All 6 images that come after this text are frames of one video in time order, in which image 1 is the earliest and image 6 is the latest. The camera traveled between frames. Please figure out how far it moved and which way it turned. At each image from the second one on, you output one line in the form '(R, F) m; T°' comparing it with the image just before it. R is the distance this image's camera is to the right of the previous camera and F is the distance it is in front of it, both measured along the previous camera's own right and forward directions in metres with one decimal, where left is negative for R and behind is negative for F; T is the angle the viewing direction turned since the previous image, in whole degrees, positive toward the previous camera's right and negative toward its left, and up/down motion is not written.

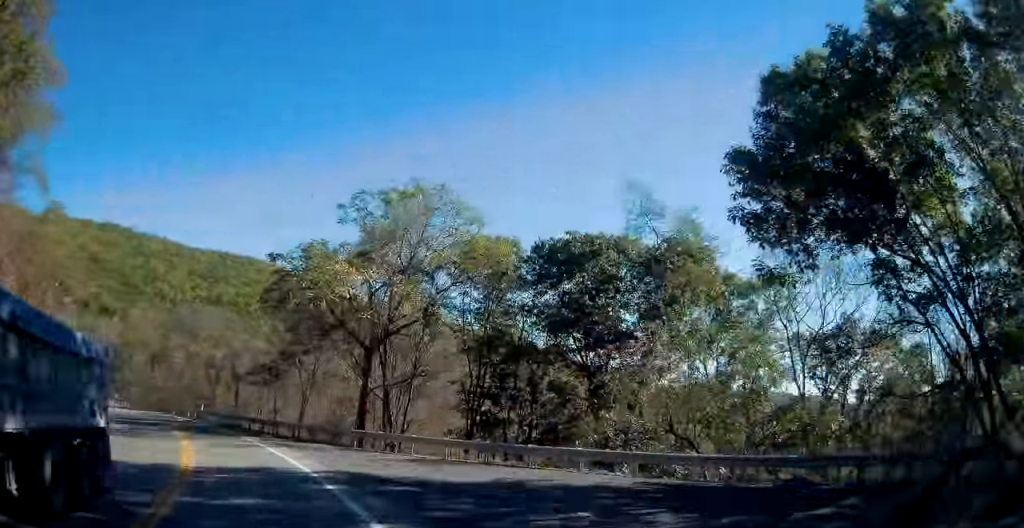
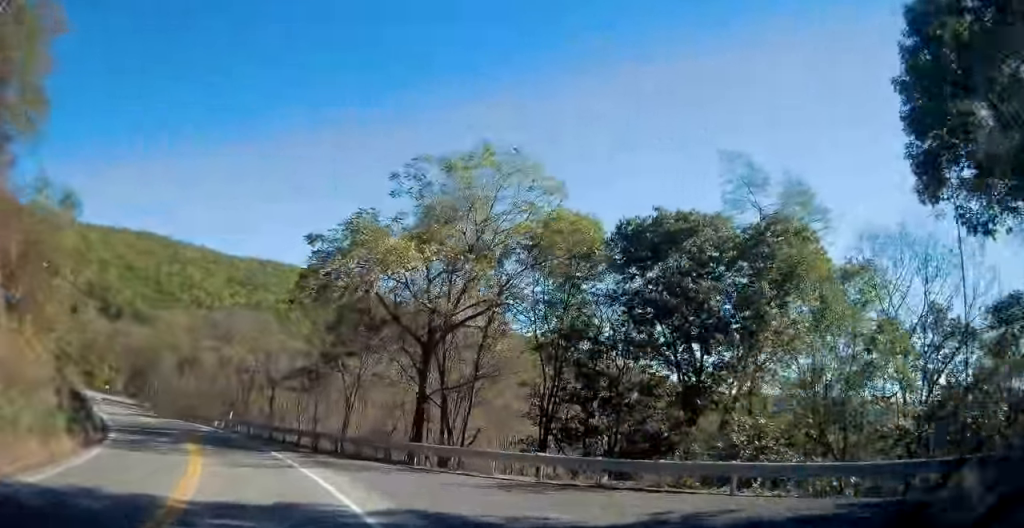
(-0.2, +5.4) m; -4°
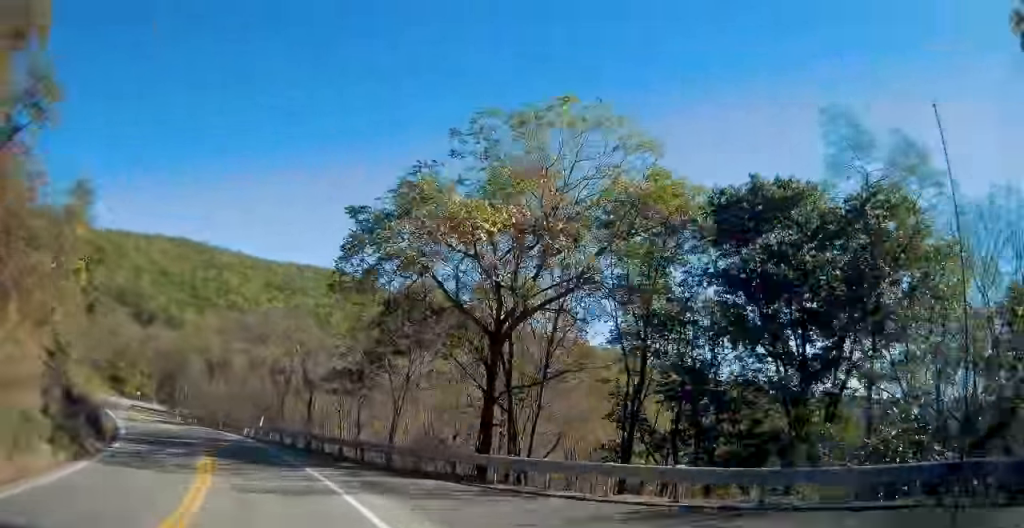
(+0.2, +4.7) m; -4°
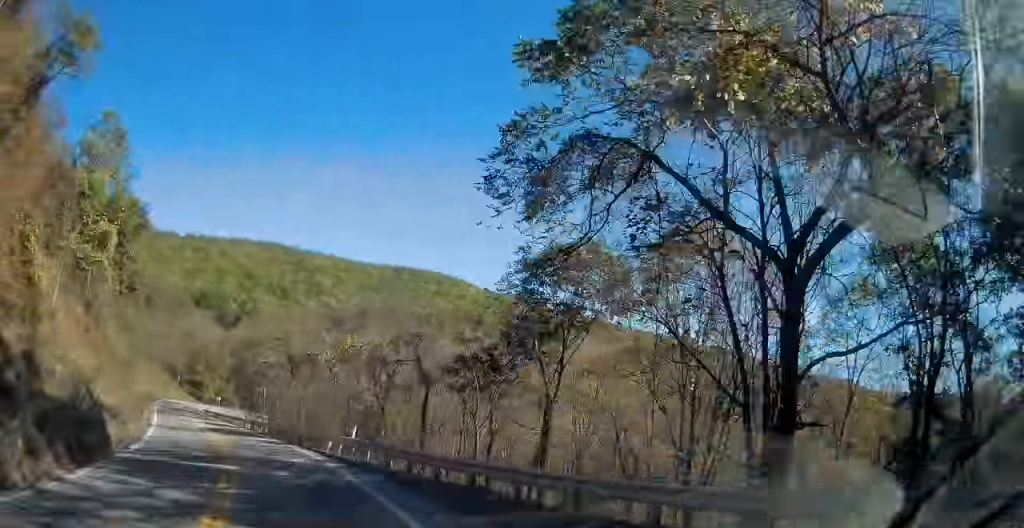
(-1.2, +11.8) m; -10°
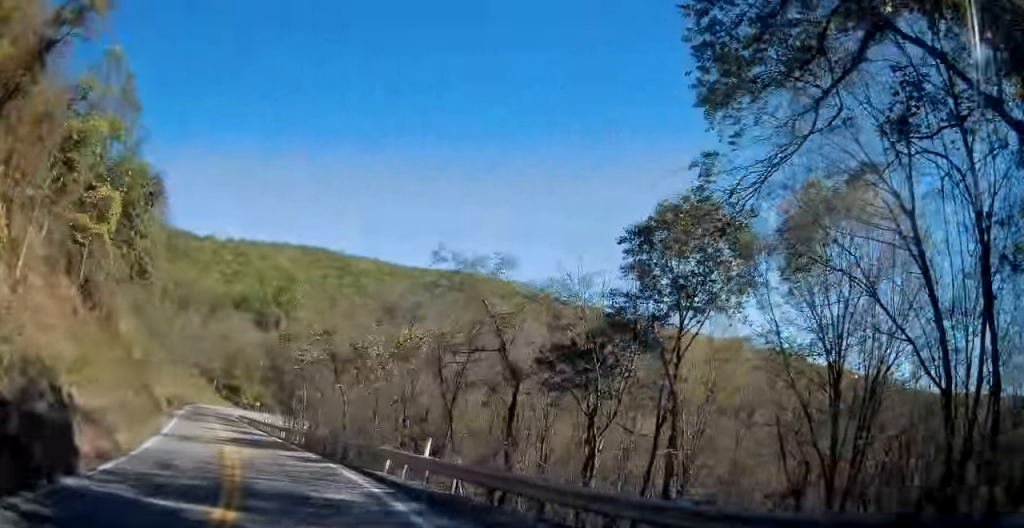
(-0.4, +7.2) m; -5°
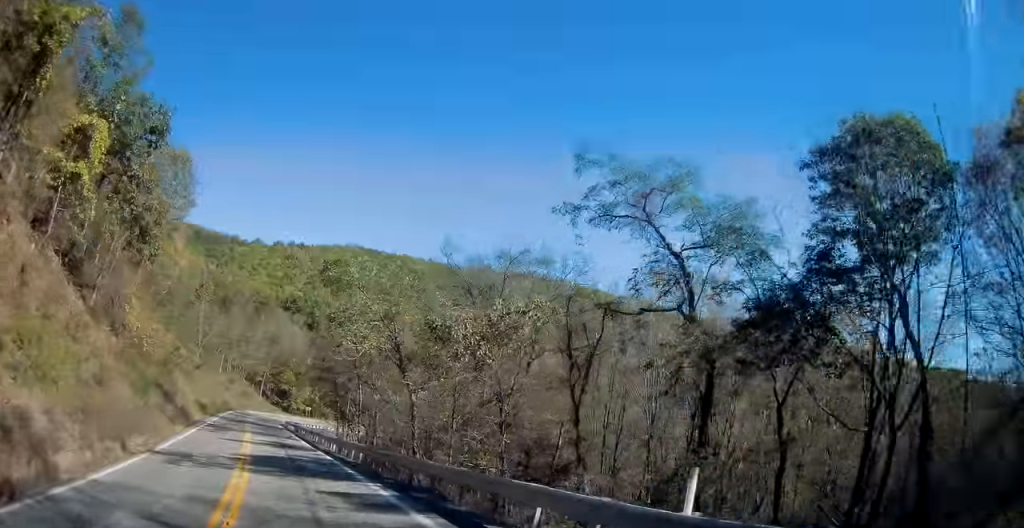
(-0.5, +9.3) m; -6°
